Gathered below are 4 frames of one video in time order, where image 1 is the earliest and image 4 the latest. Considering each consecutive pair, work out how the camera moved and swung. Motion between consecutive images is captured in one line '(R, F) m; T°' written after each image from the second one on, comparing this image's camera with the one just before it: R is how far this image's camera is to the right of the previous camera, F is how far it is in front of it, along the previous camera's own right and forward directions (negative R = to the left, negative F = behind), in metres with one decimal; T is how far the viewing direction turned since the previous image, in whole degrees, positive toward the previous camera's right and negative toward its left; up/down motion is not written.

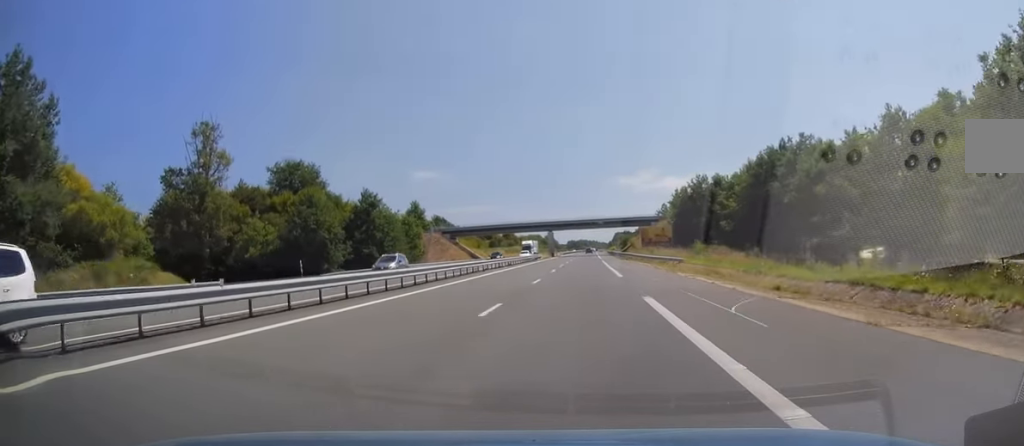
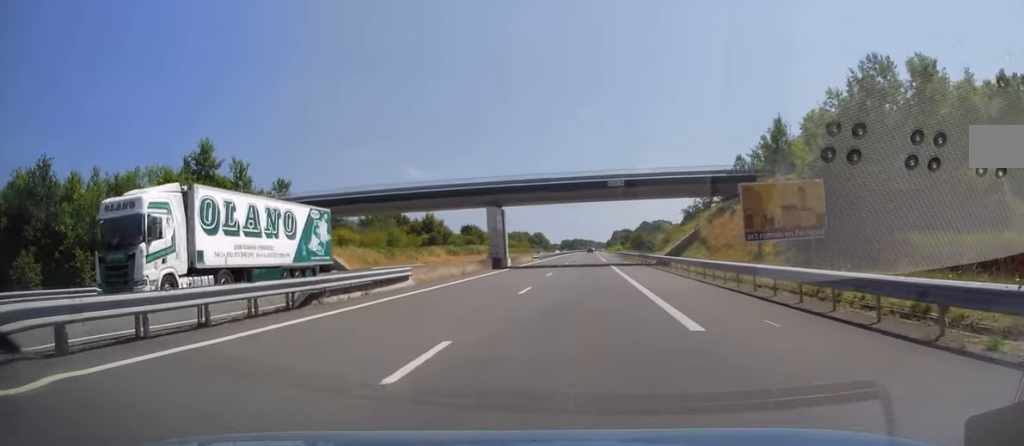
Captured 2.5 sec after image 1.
(-0.1, +71.9) m; 0°
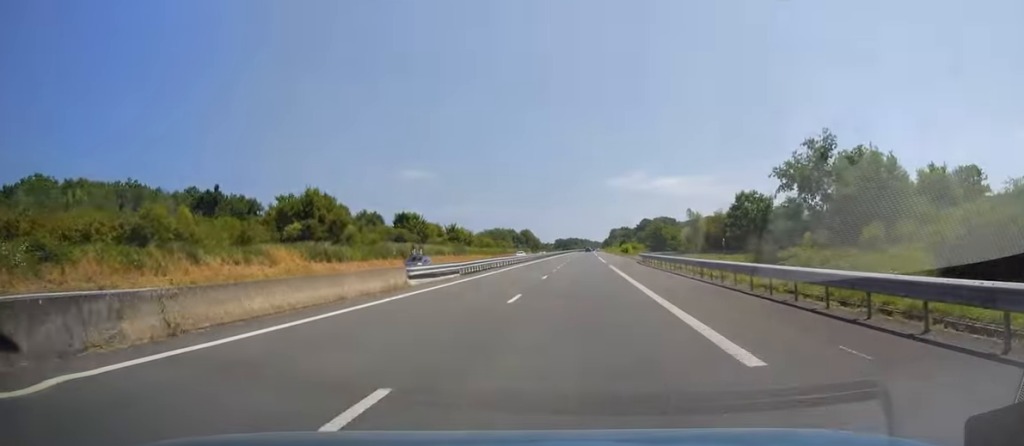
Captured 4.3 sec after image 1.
(0.0, +55.2) m; +1°
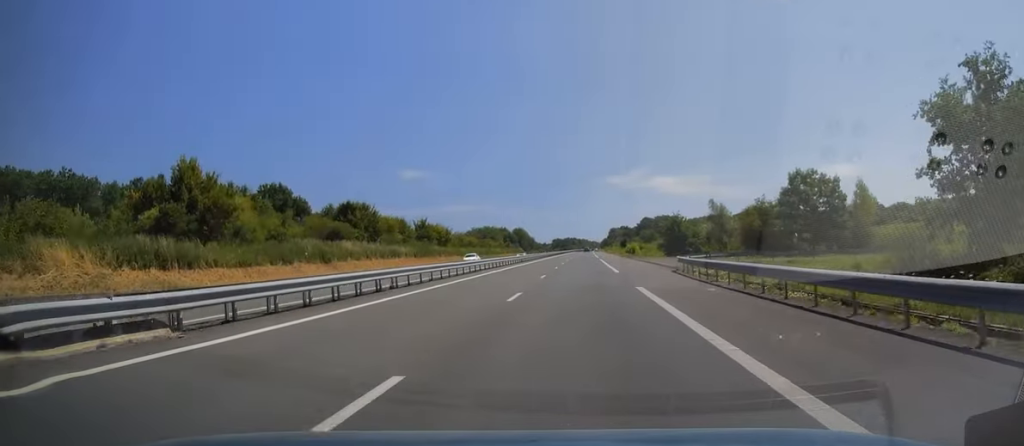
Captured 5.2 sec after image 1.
(+0.3, +25.5) m; +1°
